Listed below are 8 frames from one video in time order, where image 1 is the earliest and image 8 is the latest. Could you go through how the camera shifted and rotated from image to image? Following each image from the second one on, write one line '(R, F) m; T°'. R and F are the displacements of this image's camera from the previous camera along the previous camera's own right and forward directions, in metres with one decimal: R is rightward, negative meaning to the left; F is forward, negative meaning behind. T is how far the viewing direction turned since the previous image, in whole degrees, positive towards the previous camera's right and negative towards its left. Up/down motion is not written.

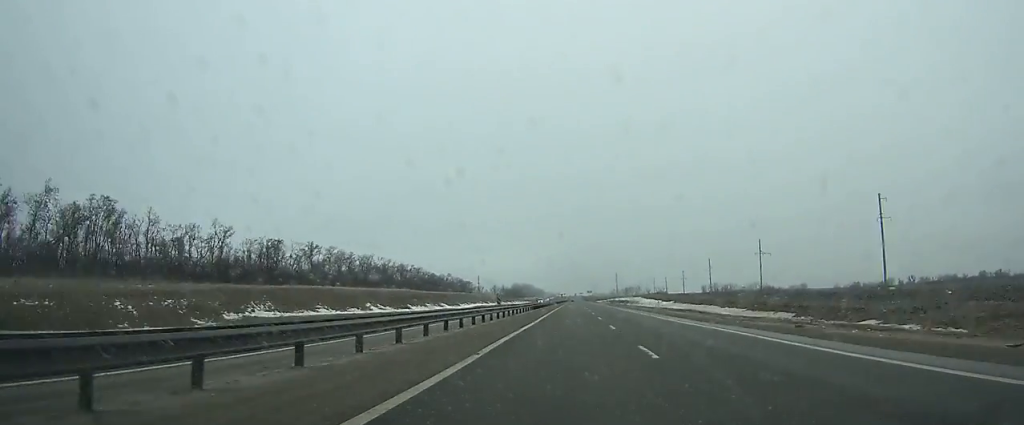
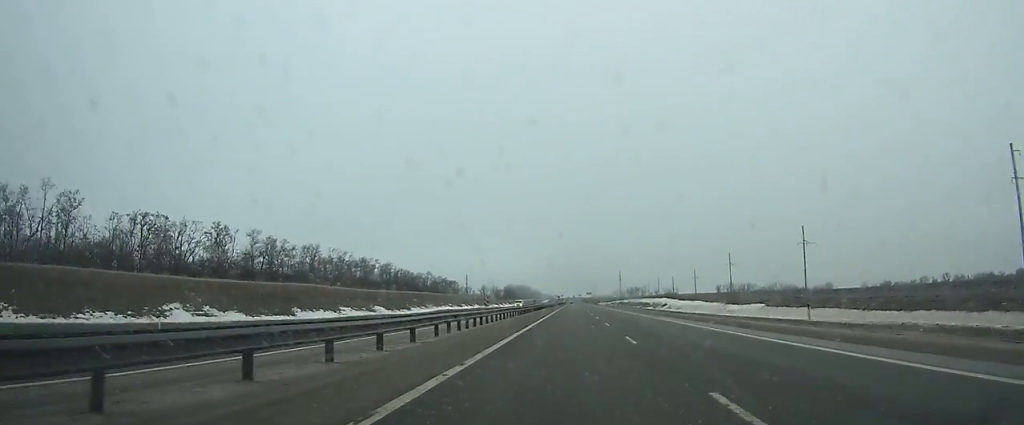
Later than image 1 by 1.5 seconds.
(0.0, +44.0) m; 0°
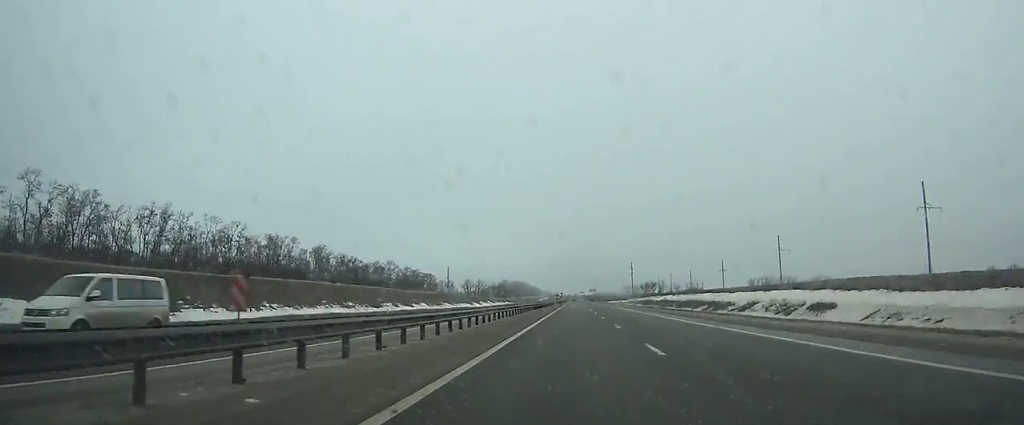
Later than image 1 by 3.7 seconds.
(0.0, +64.6) m; 0°
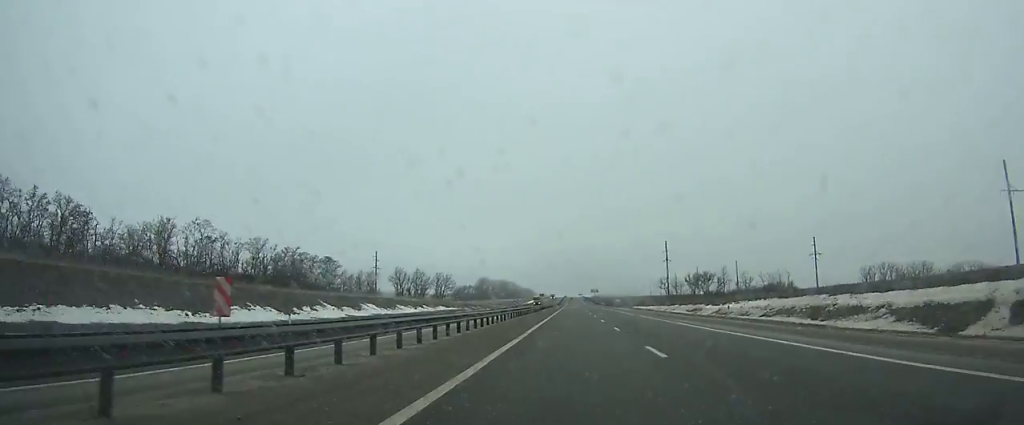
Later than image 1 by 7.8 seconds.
(+0.3, +120.6) m; 0°
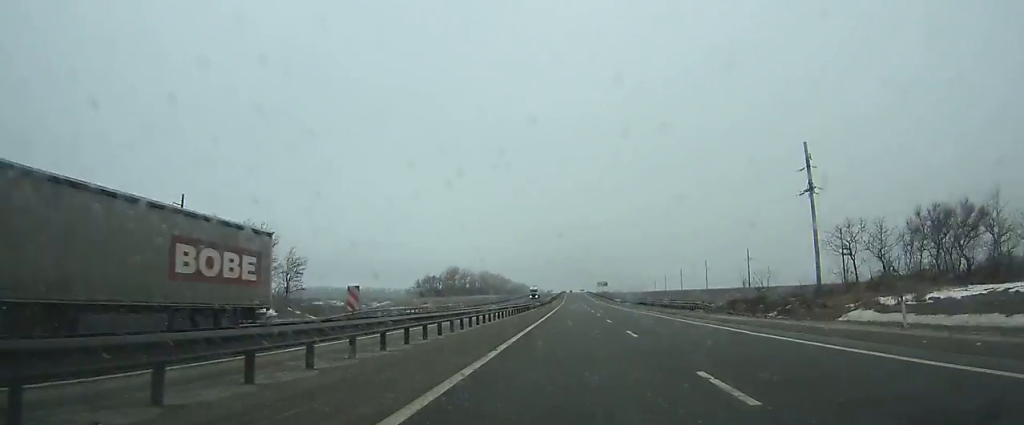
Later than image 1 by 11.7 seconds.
(0.0, +114.8) m; 0°
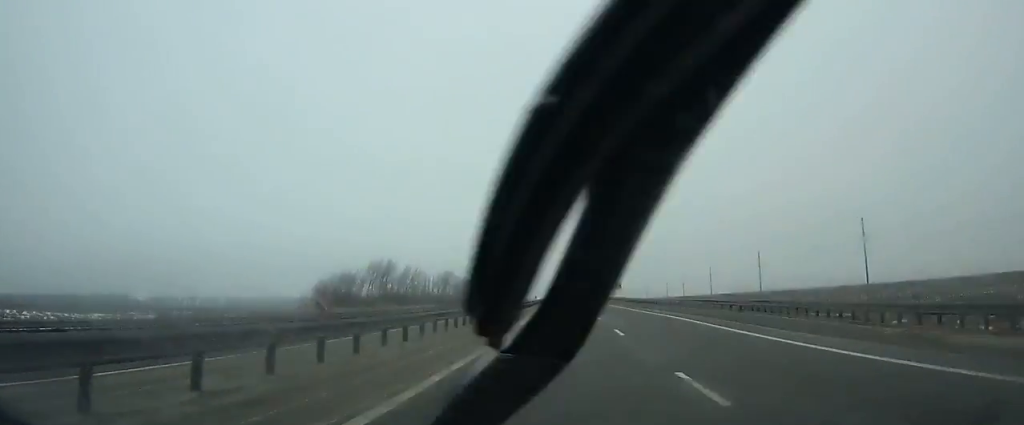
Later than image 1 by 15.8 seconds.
(+0.3, +120.1) m; 0°
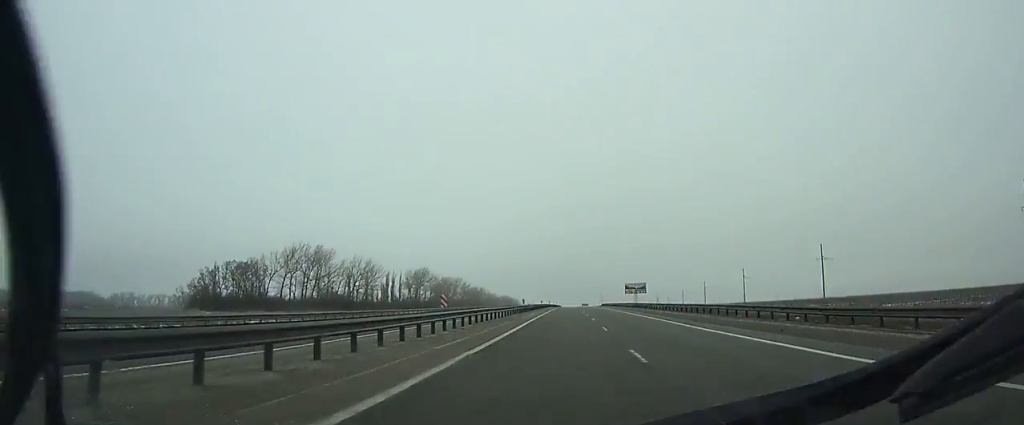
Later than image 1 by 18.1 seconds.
(0.0, +66.9) m; 0°
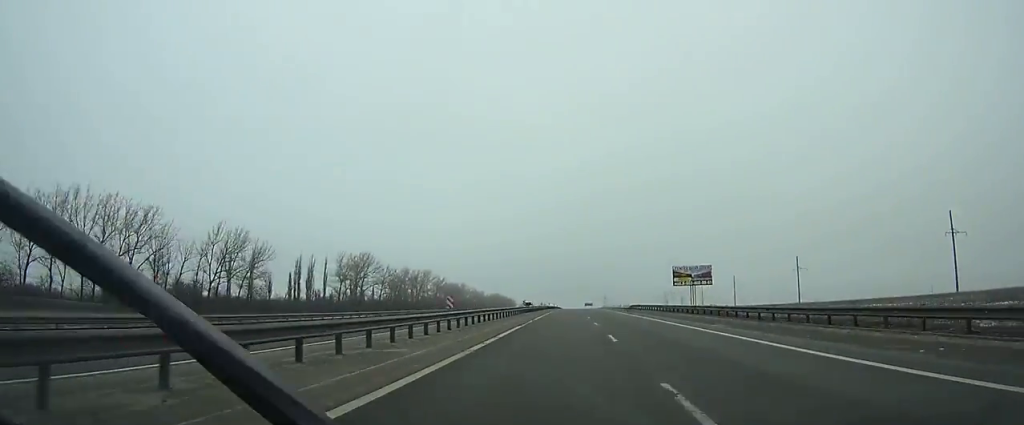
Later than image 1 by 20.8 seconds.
(-0.2, +78.0) m; 0°
